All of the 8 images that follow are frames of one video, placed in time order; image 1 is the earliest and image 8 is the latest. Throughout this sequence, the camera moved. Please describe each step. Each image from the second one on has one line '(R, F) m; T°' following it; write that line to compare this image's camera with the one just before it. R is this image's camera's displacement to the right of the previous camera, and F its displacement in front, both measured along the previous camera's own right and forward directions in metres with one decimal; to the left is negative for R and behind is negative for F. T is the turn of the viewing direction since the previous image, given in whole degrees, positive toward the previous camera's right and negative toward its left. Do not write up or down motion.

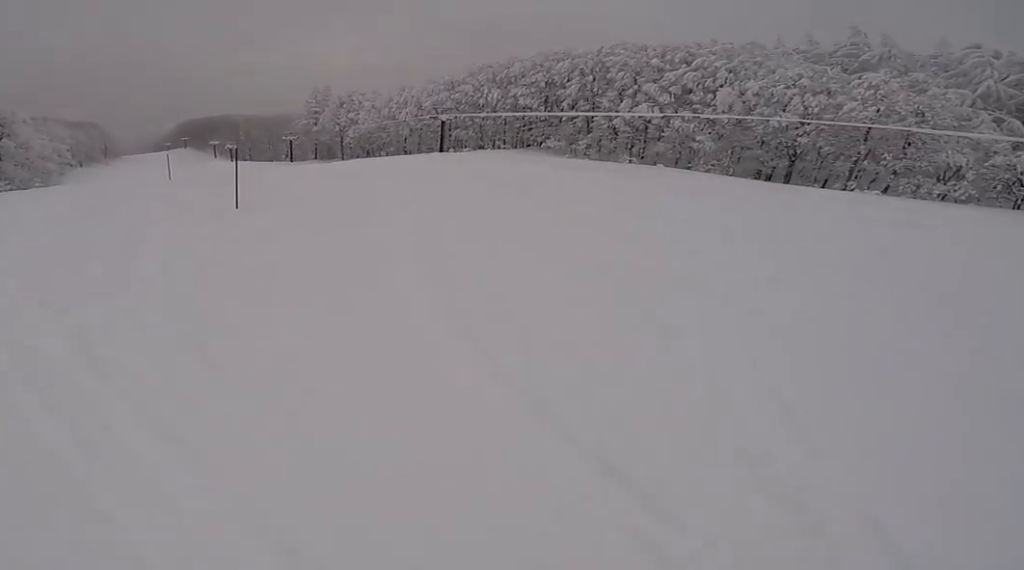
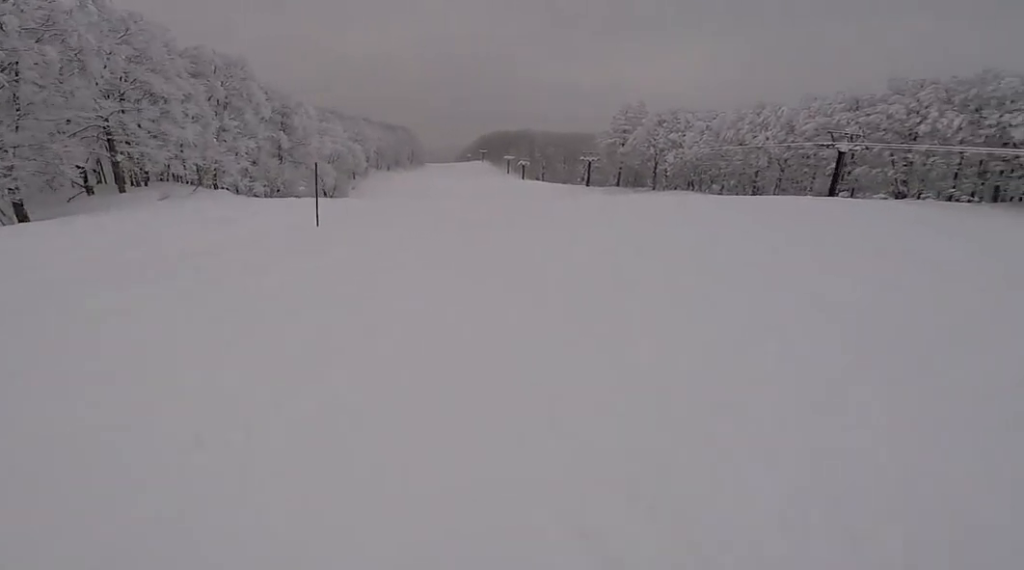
(-4.4, +18.2) m; -21°
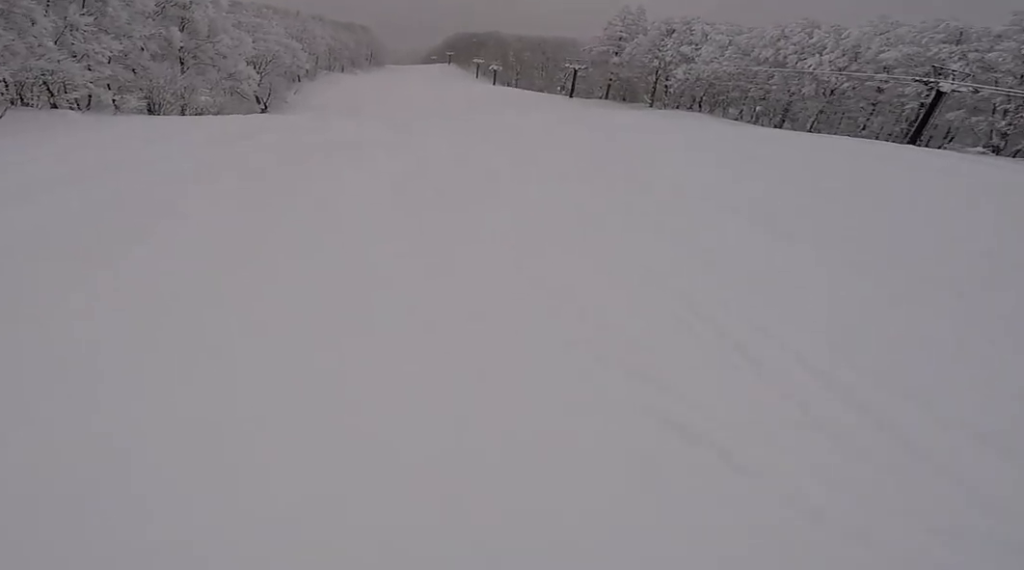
(-1.0, +12.4) m; -10°
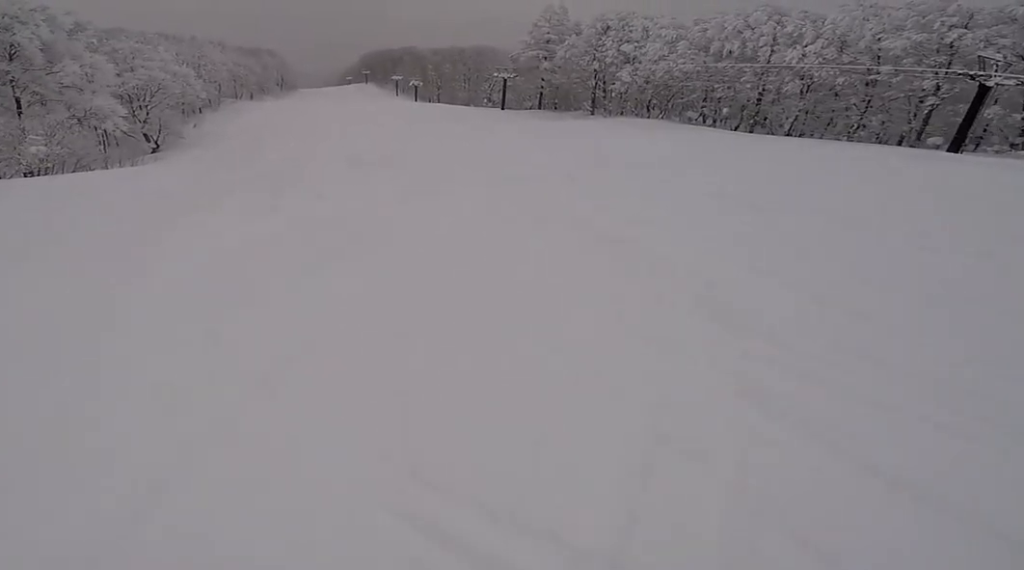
(+0.2, +12.6) m; +6°
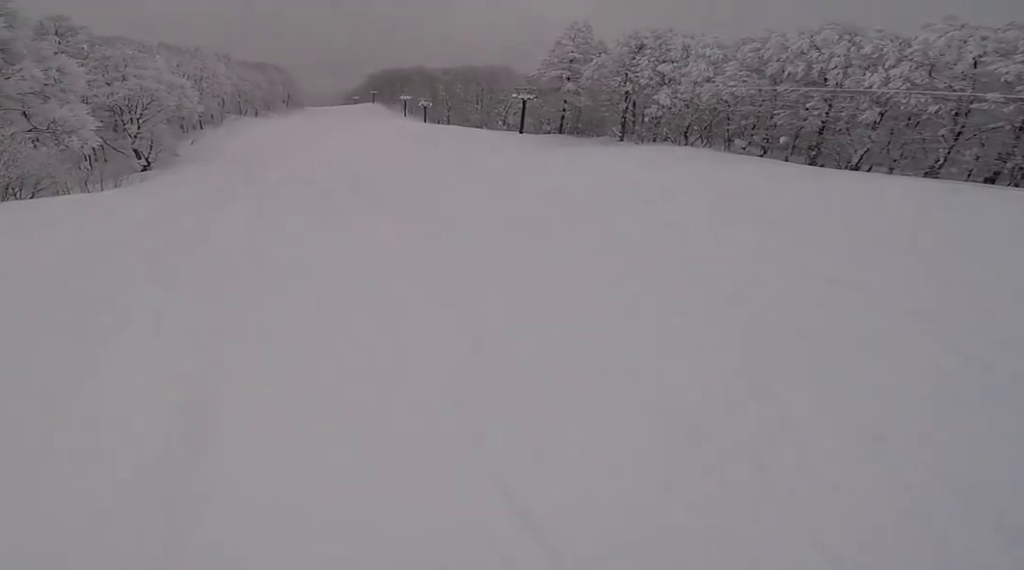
(+1.0, +6.6) m; 0°
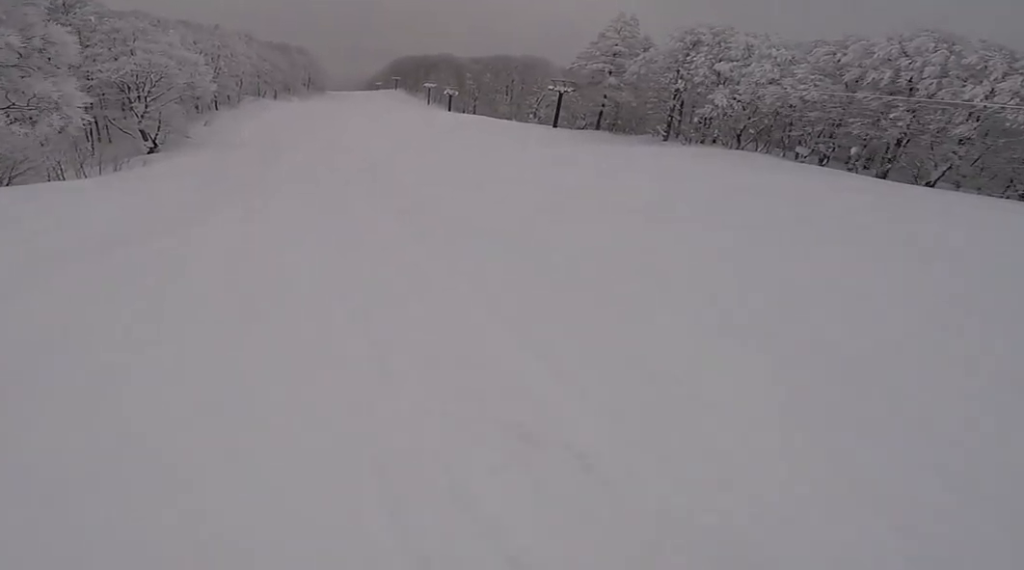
(-0.7, +4.4) m; -3°
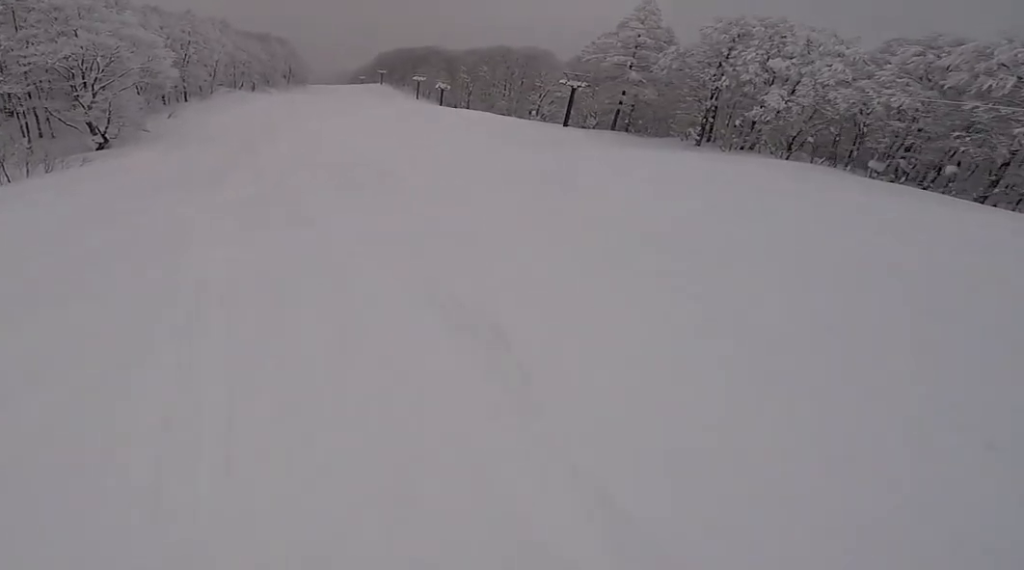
(-0.6, +9.1) m; -1°
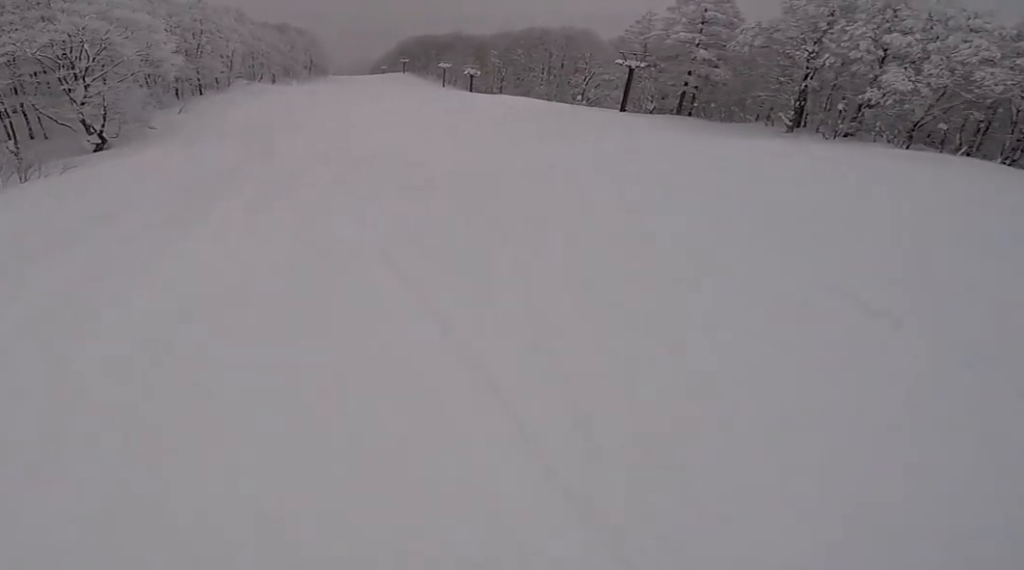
(+0.2, +8.3) m; +3°
